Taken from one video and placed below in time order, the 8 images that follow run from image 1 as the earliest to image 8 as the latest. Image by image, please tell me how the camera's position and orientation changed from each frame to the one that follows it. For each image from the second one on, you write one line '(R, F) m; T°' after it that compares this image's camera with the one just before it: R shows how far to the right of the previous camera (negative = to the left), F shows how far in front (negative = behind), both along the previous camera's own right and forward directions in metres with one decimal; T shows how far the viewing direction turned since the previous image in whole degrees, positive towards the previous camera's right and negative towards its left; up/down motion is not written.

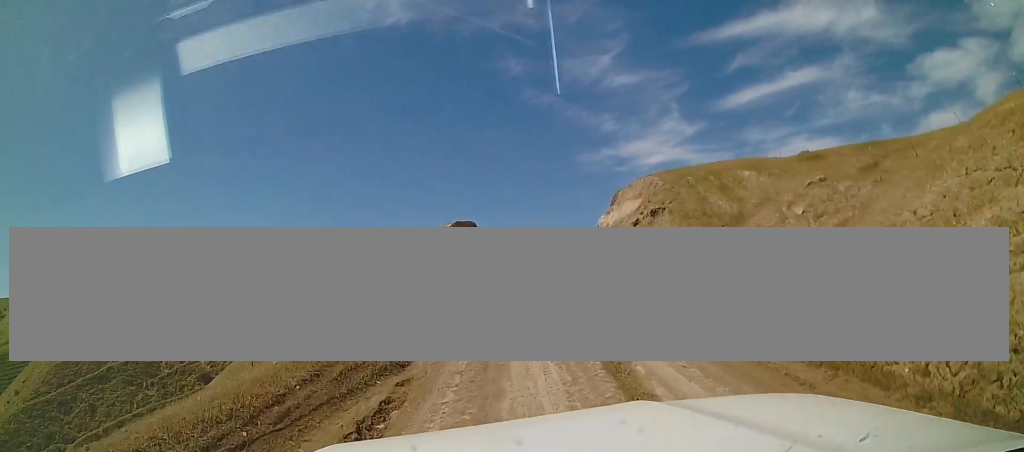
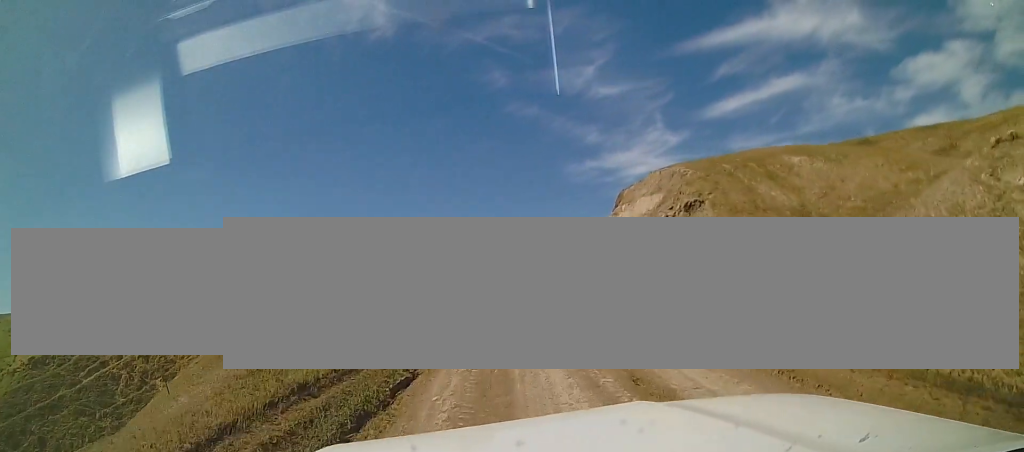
(+0.1, +8.2) m; -1°
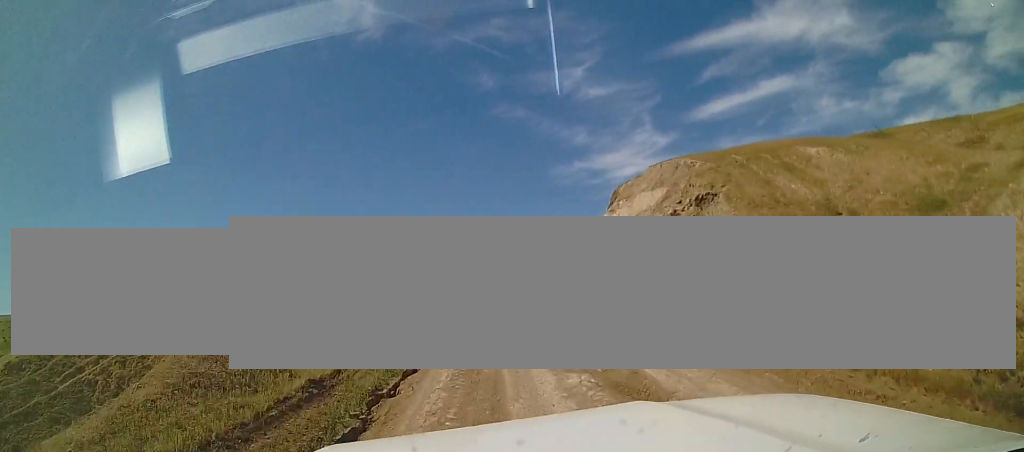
(0.0, +2.9) m; -1°
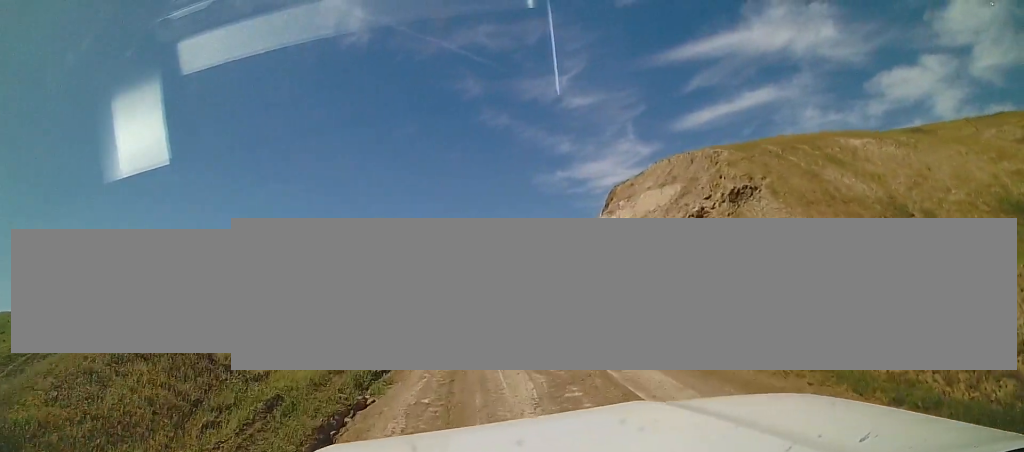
(-0.3, +5.2) m; +1°
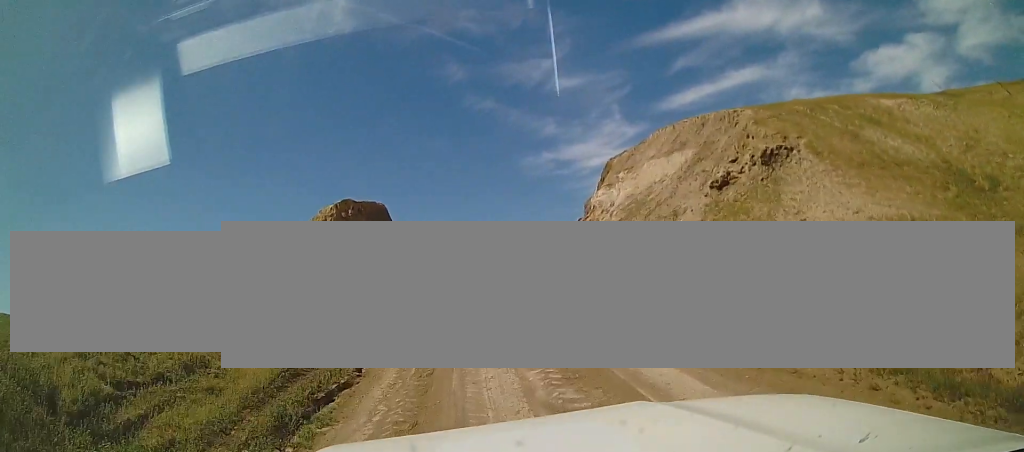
(+0.2, +3.3) m; +5°
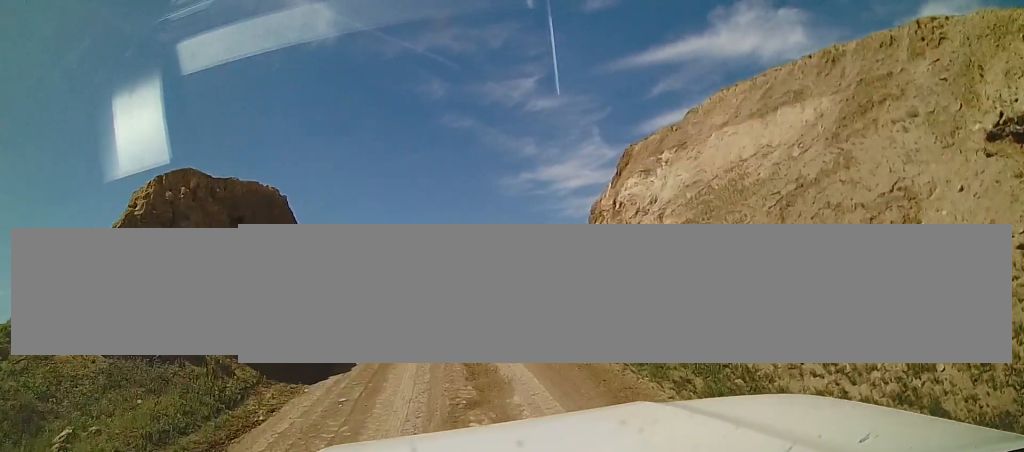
(+1.1, +12.3) m; 0°
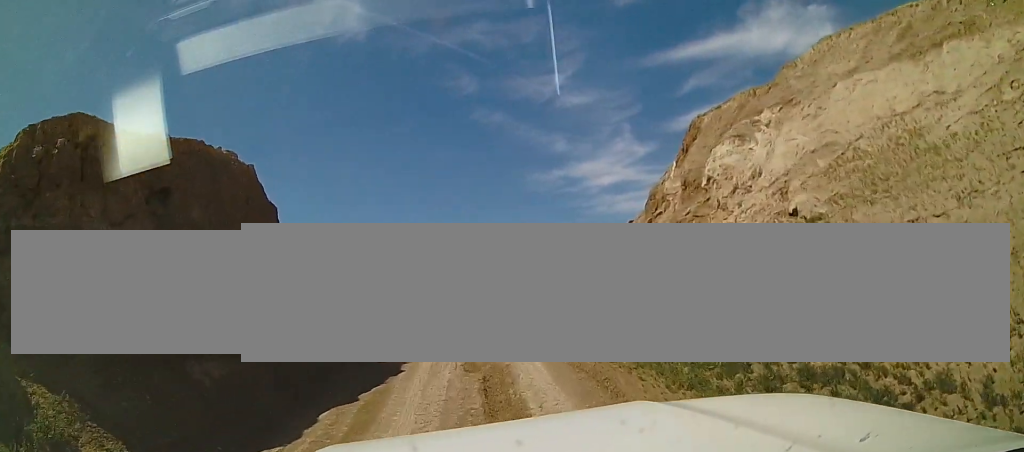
(-0.3, +5.1) m; -4°
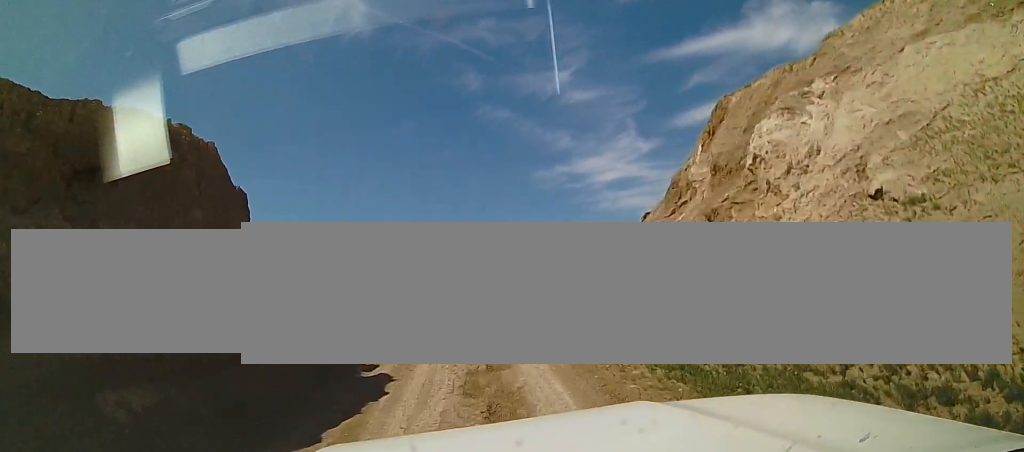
(0.0, +2.1) m; -1°
